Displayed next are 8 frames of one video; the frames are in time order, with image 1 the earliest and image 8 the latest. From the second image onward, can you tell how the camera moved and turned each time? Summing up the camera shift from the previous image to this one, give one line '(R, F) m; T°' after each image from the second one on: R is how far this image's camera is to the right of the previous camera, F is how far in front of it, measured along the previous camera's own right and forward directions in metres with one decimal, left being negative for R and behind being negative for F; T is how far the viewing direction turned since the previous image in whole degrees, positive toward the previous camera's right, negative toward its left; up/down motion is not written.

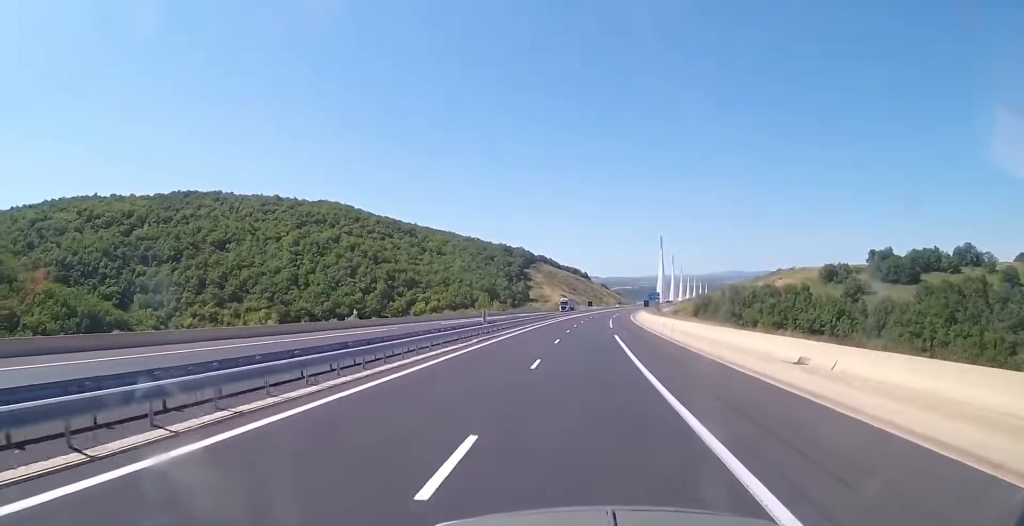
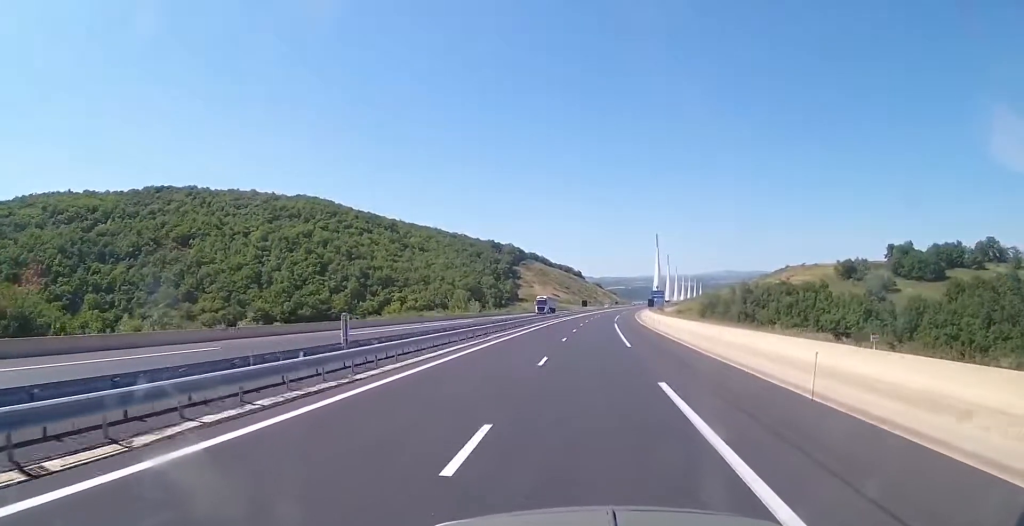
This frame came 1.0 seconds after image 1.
(+0.5, +25.2) m; +1°
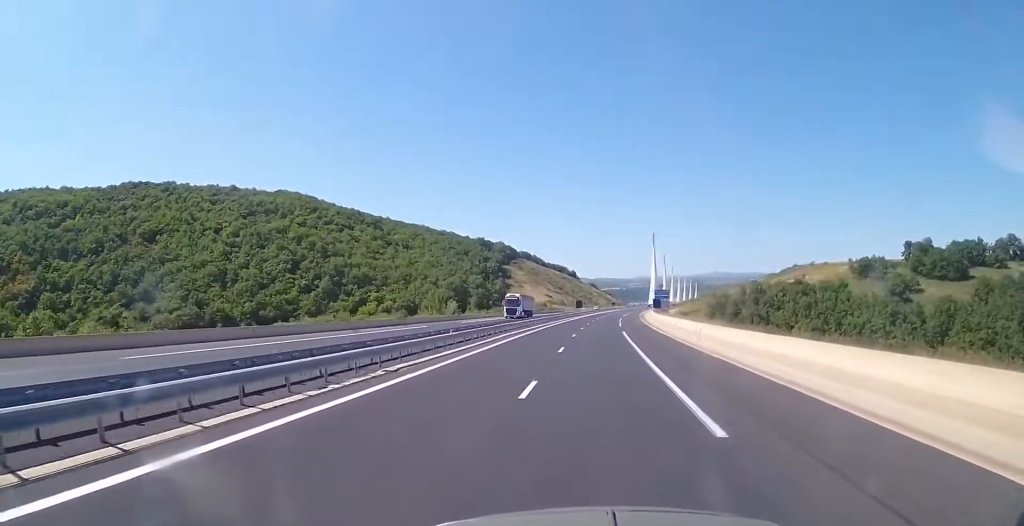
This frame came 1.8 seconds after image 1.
(+0.1, +20.3) m; +1°
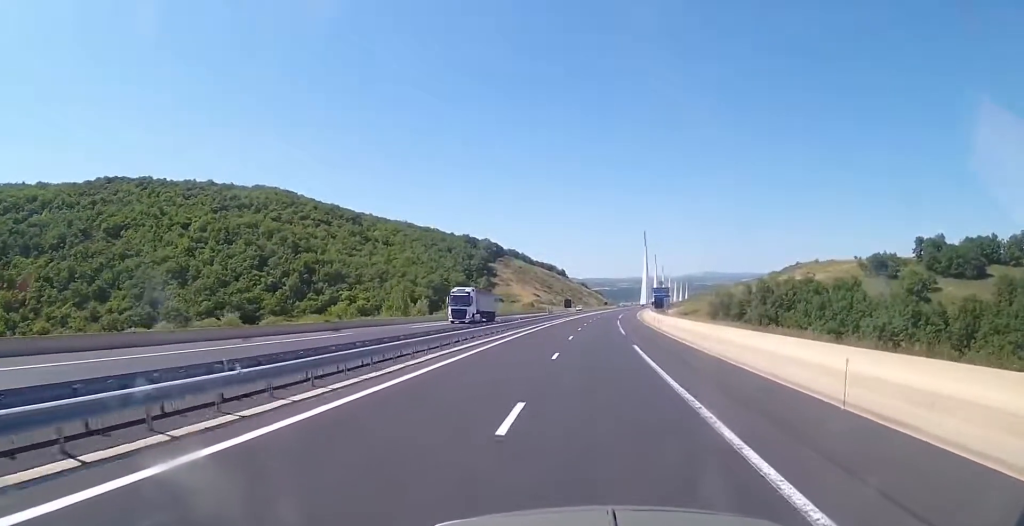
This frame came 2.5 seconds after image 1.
(-0.2, +17.0) m; 0°
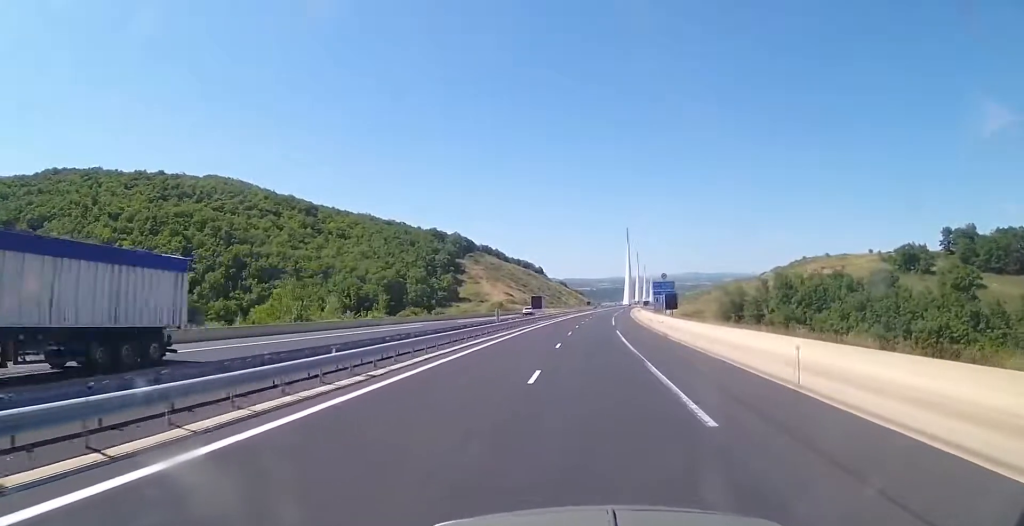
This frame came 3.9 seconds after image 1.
(+0.5, +33.8) m; +1°
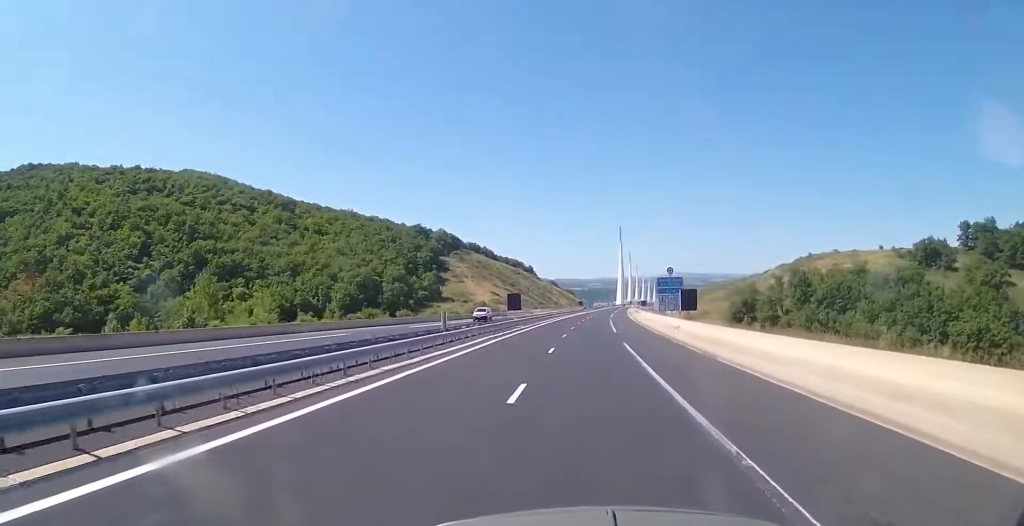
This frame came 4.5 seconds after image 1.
(-0.1, +16.2) m; +1°
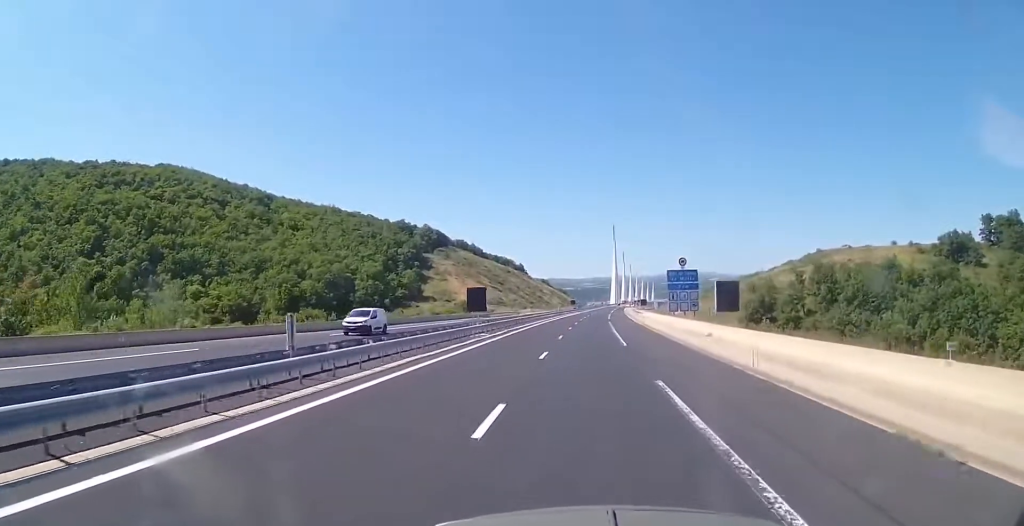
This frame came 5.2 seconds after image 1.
(+0.4, +16.7) m; +1°
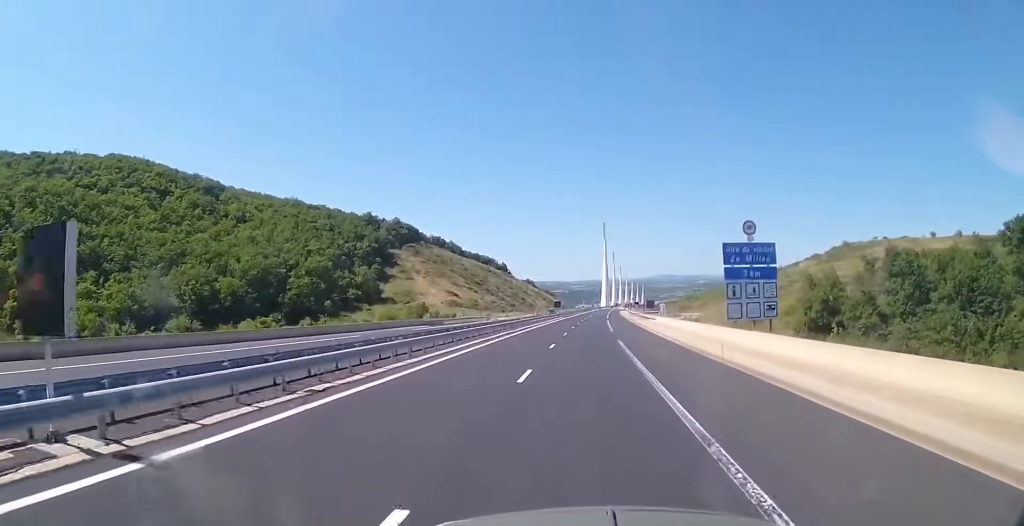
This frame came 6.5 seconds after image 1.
(0.0, +33.2) m; +1°
